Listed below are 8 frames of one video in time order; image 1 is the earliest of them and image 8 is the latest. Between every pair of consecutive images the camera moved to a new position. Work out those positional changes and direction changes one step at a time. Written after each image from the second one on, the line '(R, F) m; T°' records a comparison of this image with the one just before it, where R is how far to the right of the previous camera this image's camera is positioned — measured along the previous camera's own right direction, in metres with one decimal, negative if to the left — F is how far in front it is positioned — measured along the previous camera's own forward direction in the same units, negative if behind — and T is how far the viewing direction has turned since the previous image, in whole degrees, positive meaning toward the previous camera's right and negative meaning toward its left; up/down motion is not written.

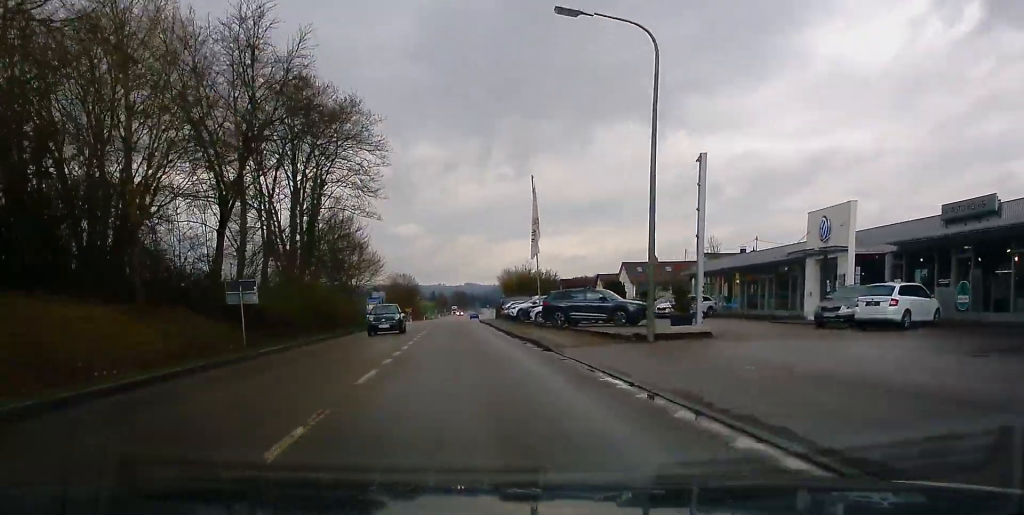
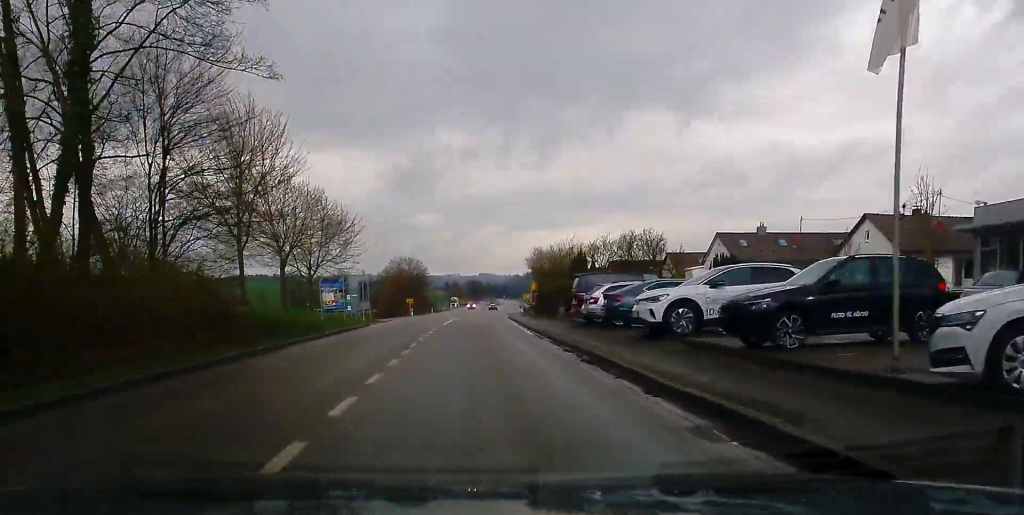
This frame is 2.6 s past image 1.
(-0.5, +36.6) m; -1°
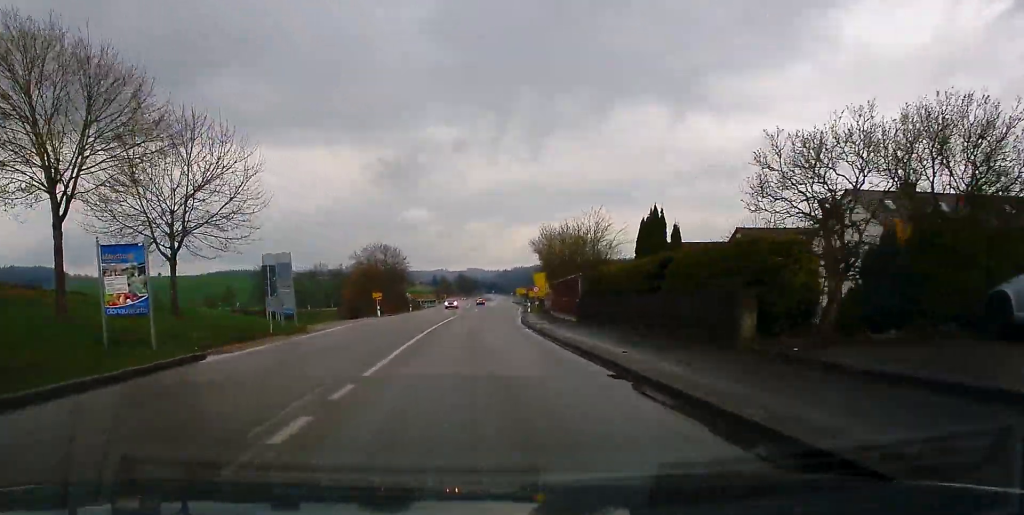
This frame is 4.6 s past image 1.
(+0.1, +30.4) m; +1°
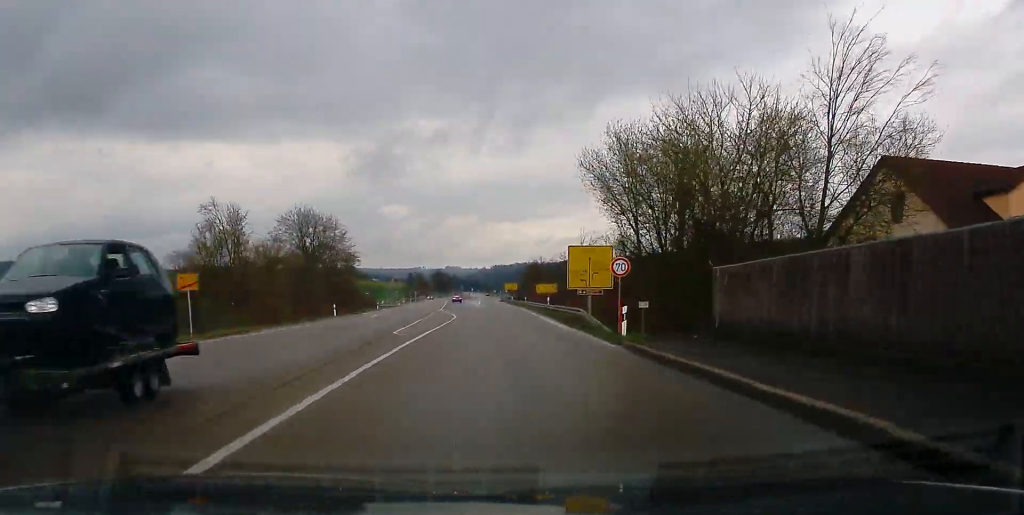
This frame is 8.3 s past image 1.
(+1.2, +56.9) m; +2°
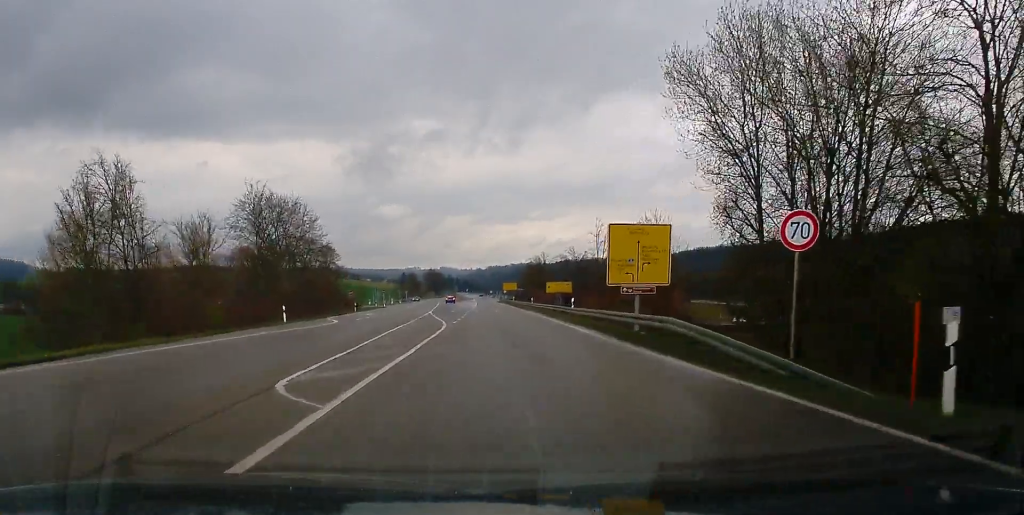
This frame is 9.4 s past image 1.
(0.0, +17.8) m; 0°
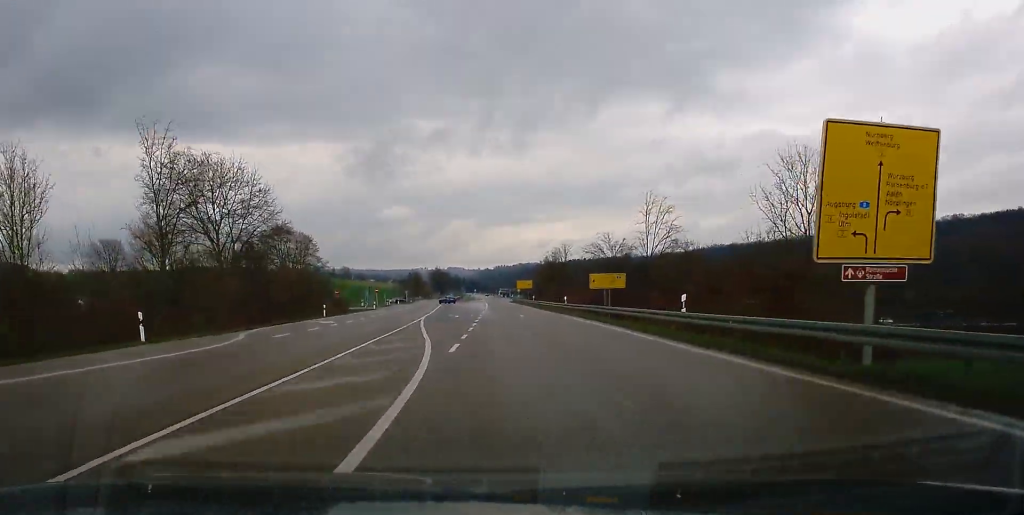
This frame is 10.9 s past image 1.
(-0.1, +24.2) m; 0°
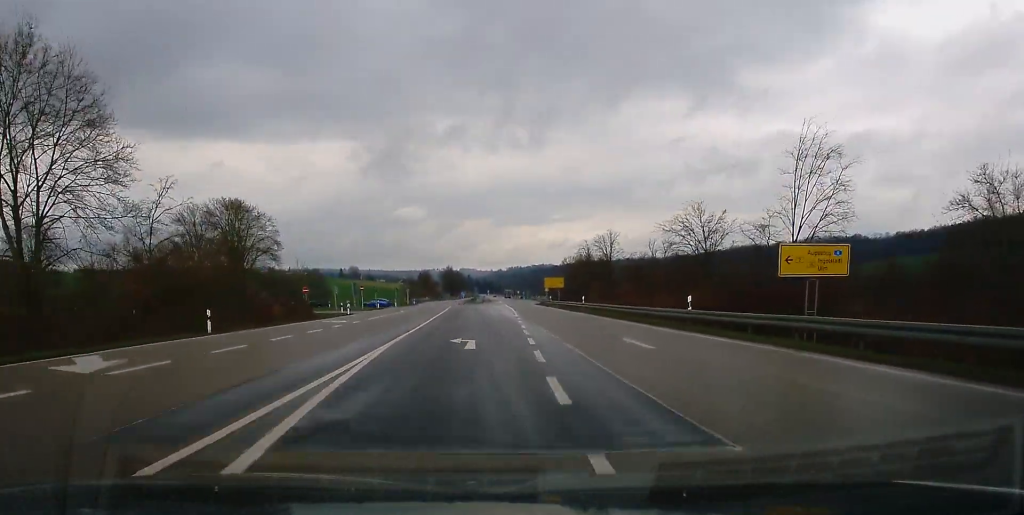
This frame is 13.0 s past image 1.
(0.0, +31.9) m; 0°
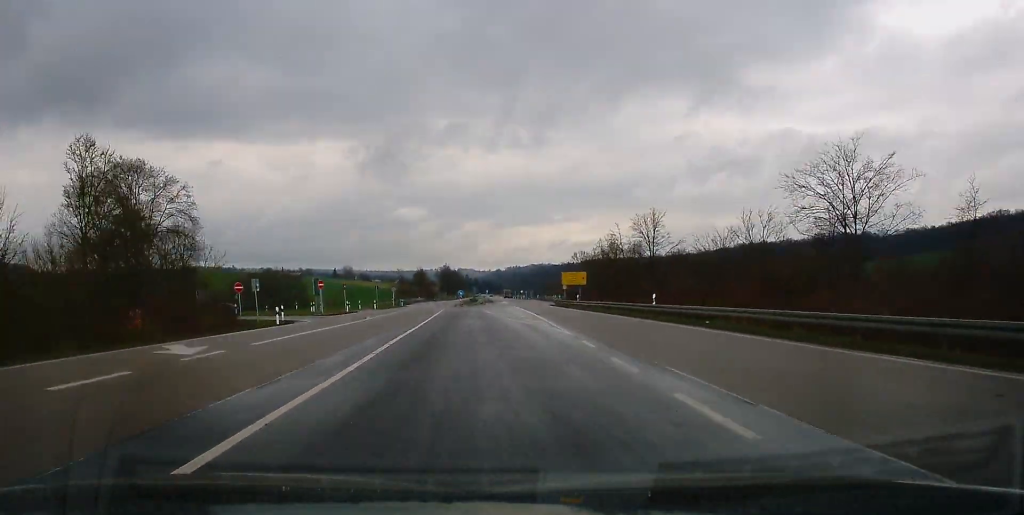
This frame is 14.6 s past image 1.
(0.0, +24.6) m; 0°
